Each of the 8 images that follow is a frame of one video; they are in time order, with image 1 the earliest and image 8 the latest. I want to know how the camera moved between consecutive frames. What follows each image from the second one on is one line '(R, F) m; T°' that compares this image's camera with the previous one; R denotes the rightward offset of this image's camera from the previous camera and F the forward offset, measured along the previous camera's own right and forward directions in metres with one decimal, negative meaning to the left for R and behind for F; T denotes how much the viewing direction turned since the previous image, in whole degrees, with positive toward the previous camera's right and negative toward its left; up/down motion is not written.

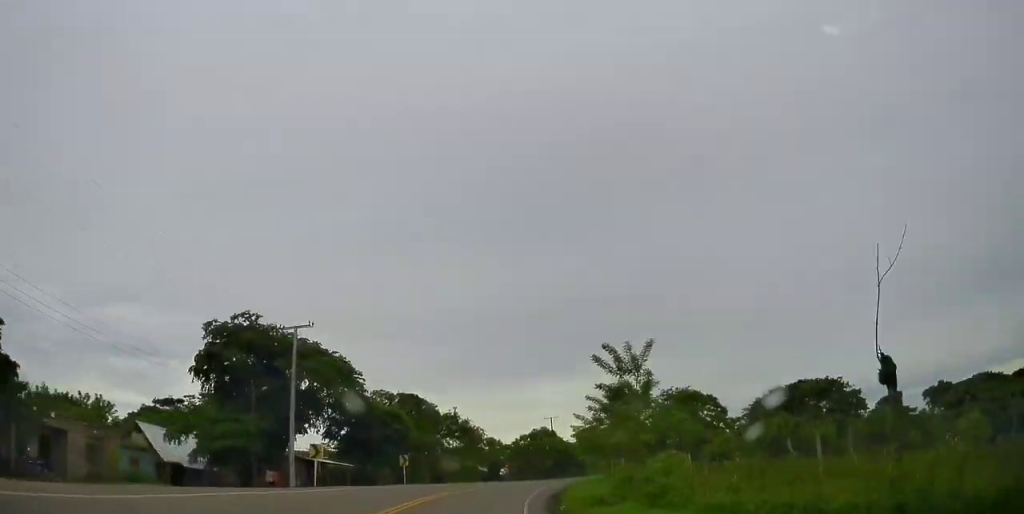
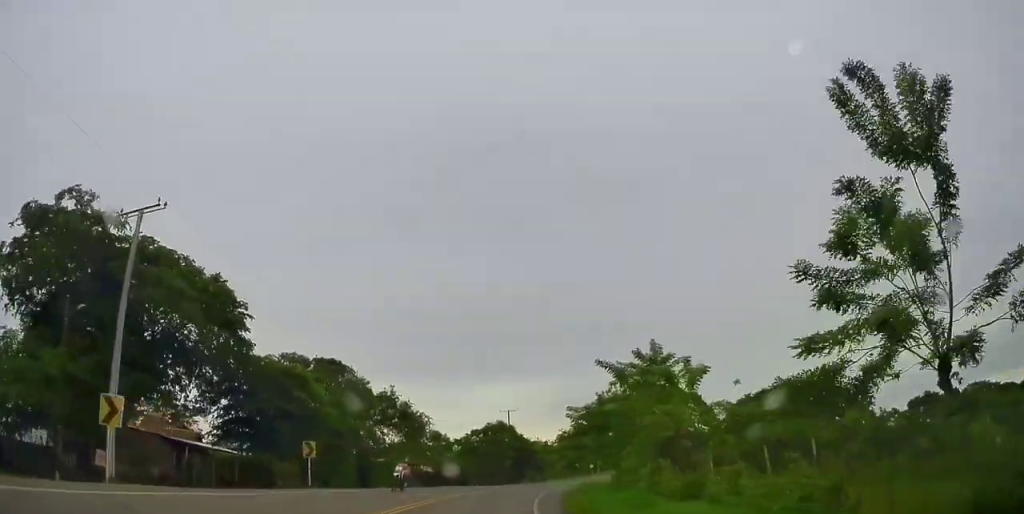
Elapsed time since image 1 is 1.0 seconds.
(+0.4, +15.0) m; +4°
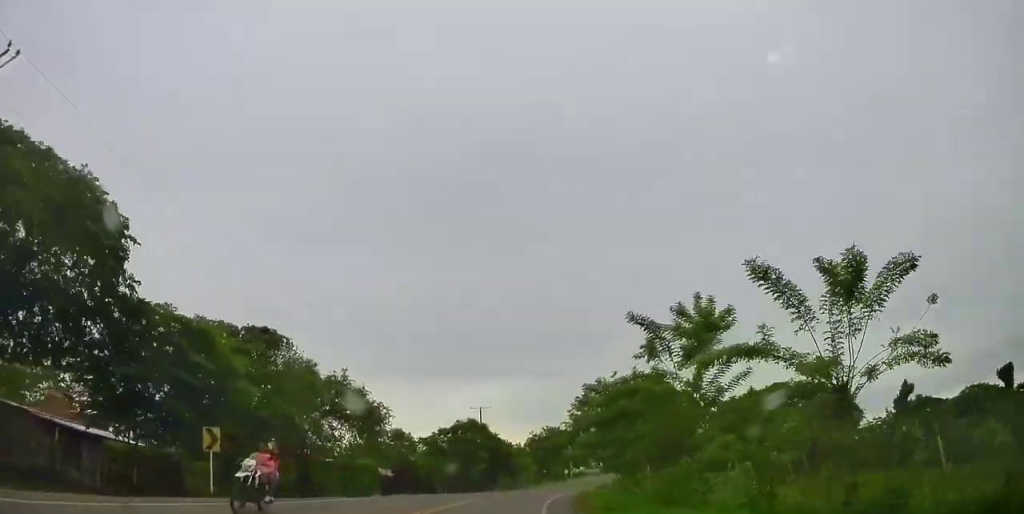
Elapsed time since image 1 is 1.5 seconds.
(+0.1, +8.6) m; +3°
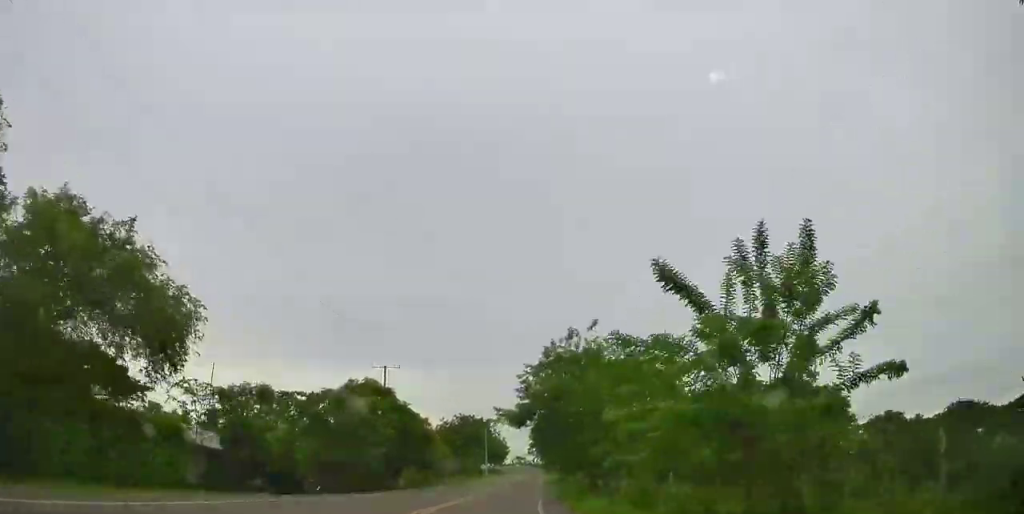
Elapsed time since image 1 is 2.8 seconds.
(+1.4, +19.9) m; +8°
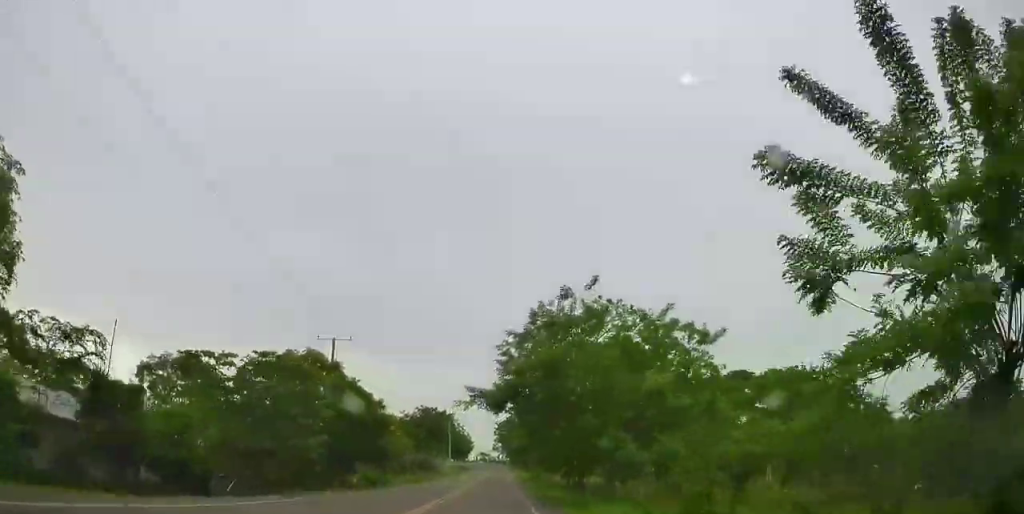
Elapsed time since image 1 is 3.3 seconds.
(0.0, +8.1) m; +4°
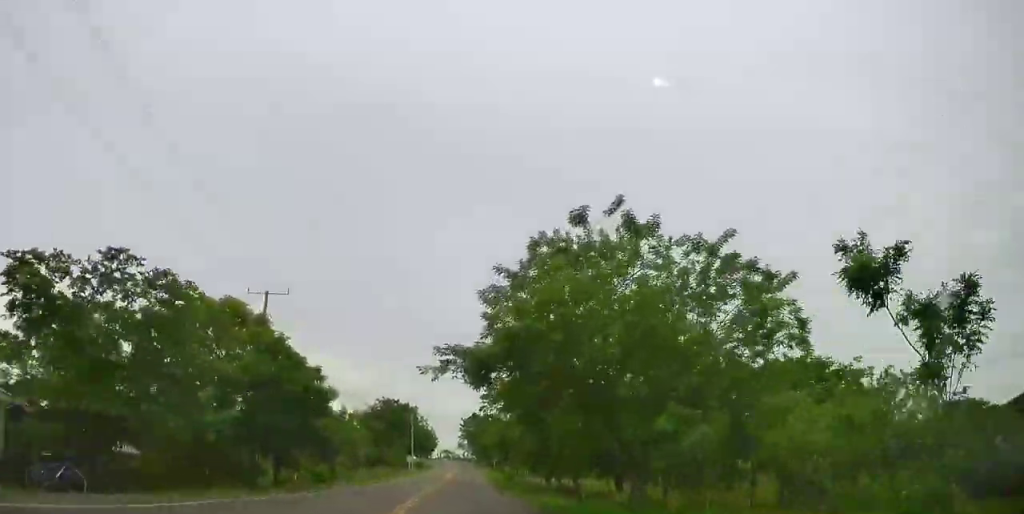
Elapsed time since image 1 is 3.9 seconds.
(+0.6, +8.8) m; +4°
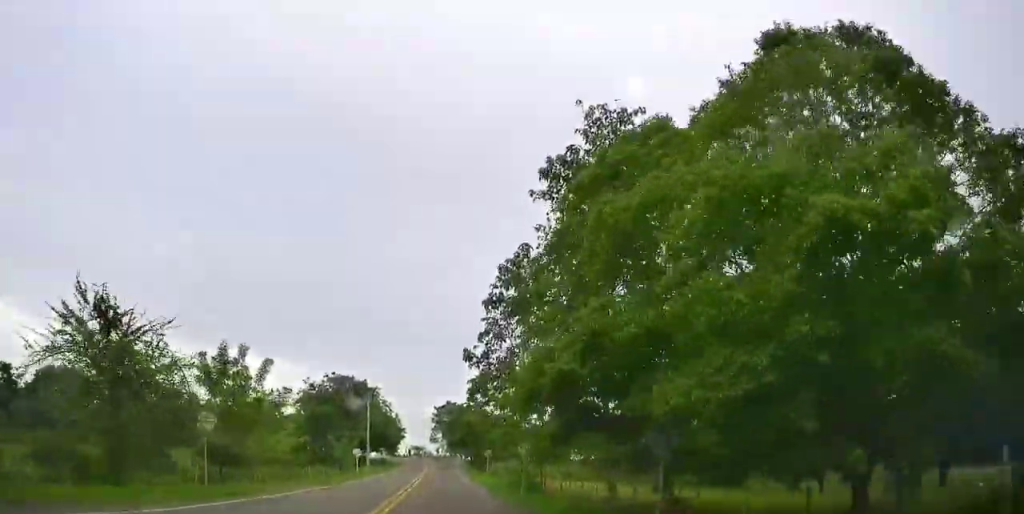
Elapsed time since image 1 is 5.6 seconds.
(+2.6, +27.8) m; +10°
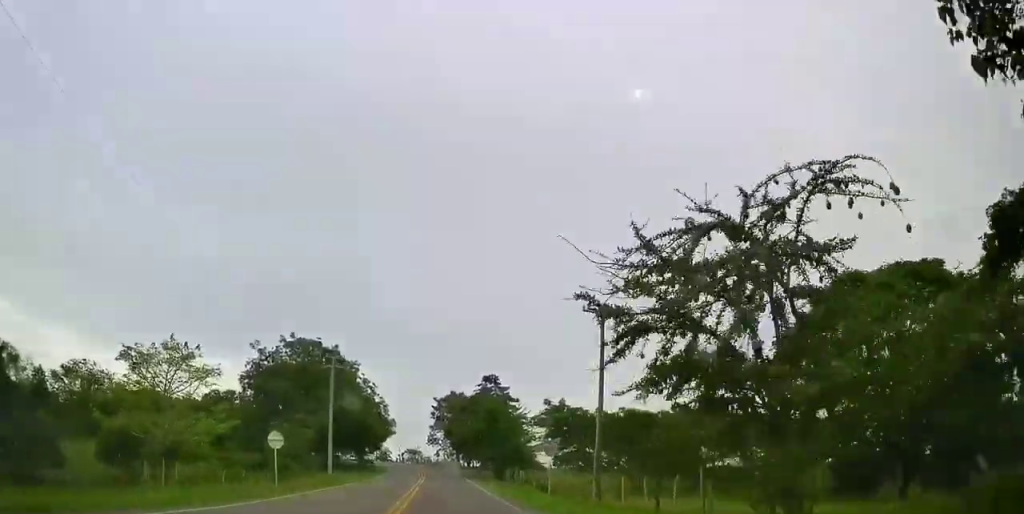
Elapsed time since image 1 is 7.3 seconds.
(+1.6, +27.5) m; +4°
